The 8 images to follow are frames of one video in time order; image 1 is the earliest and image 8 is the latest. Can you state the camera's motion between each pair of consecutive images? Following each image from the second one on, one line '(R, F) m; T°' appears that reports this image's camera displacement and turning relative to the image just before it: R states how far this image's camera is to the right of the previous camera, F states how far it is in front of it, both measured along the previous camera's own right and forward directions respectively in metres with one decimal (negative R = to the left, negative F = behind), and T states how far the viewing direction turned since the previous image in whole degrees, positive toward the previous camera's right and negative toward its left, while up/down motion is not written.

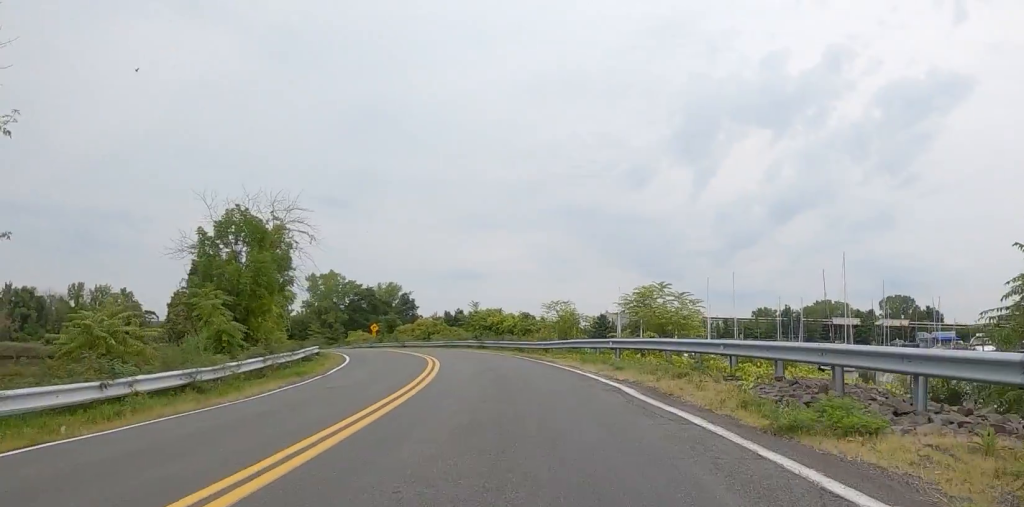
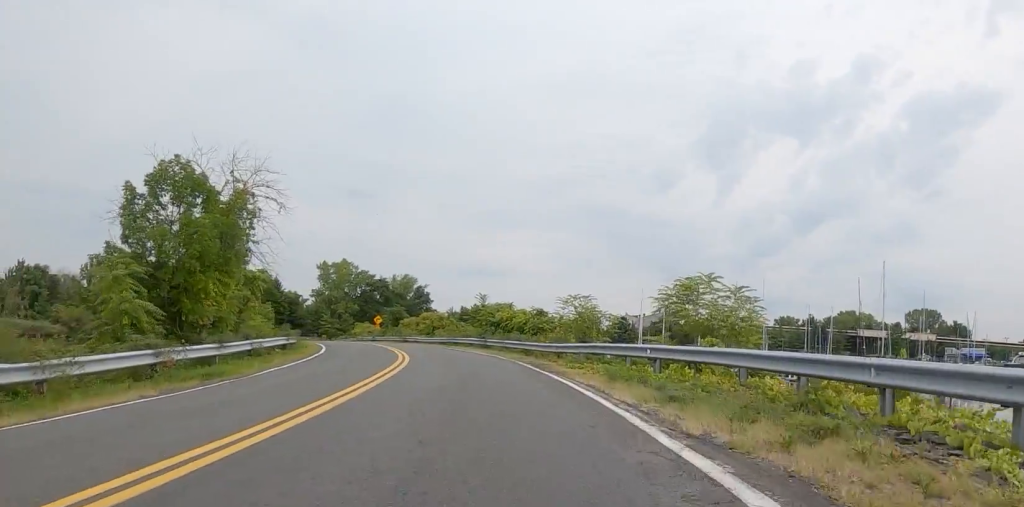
(0.0, +5.6) m; -3°
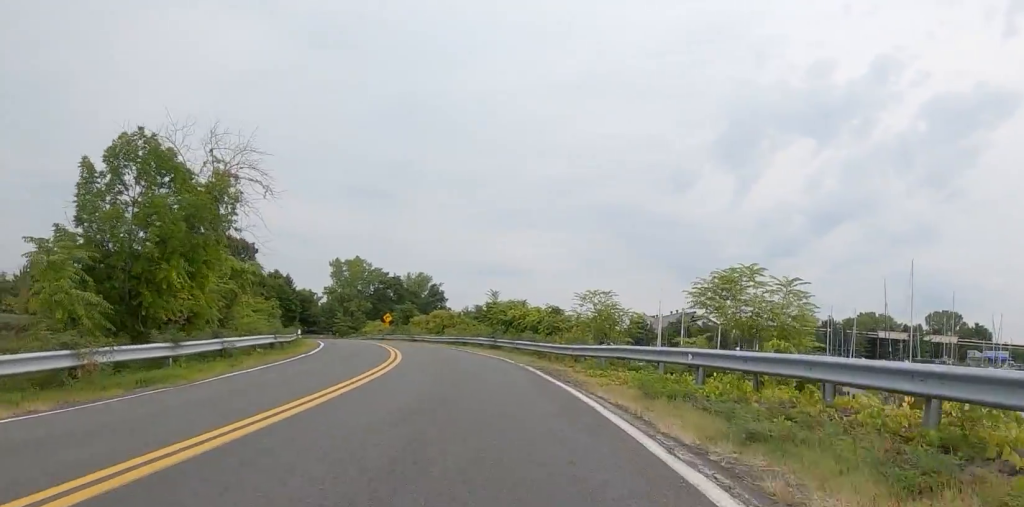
(+0.1, +2.8) m; -3°
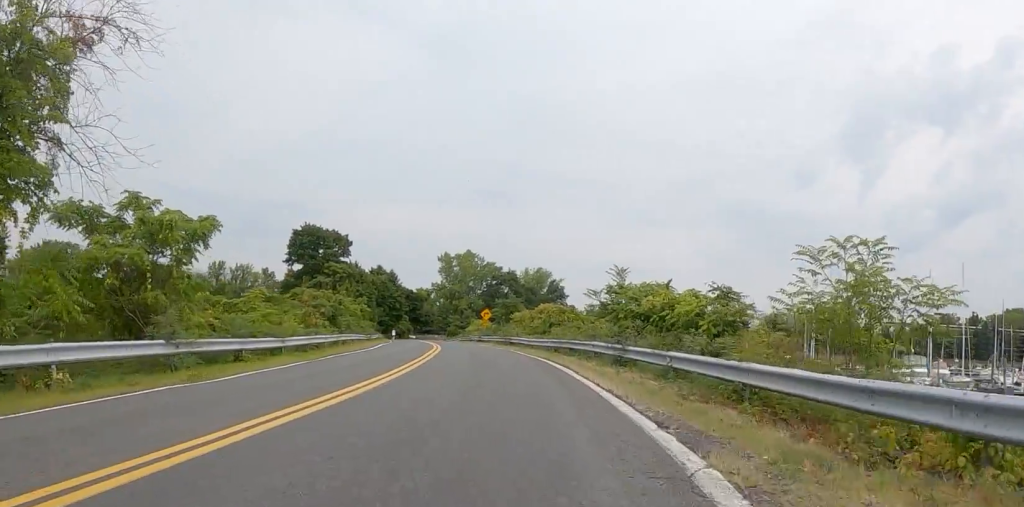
(-1.7, +13.4) m; -8°
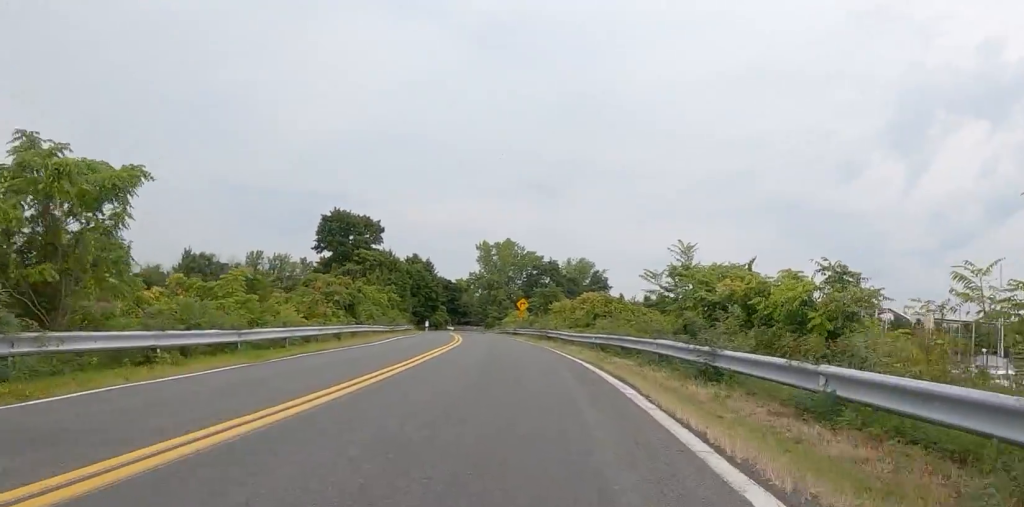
(0.0, +5.6) m; 0°
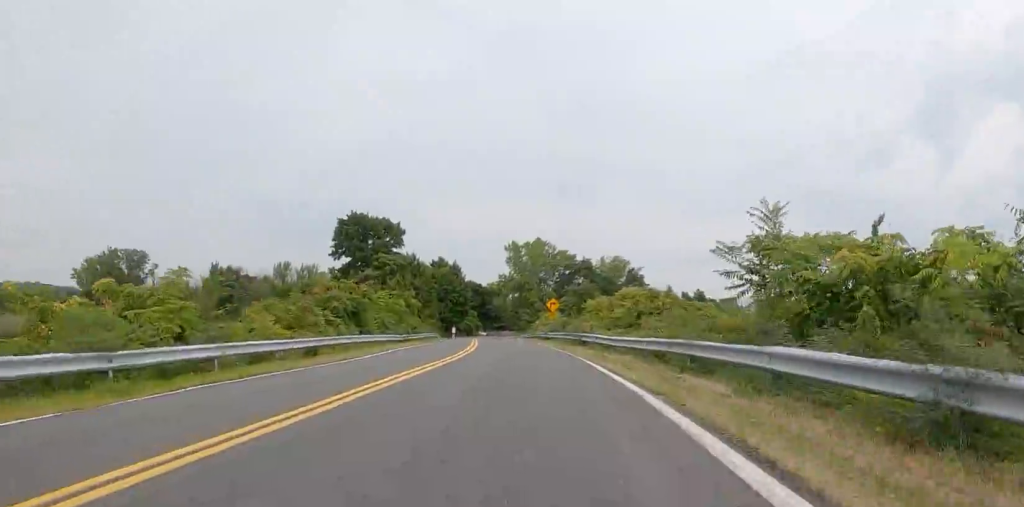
(0.0, +6.0) m; -1°
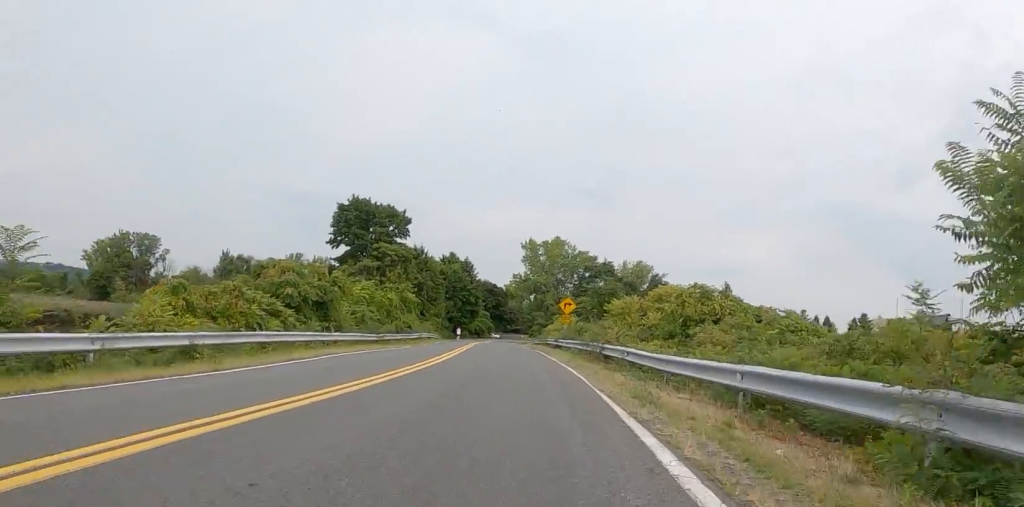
(-0.2, +7.9) m; -7°
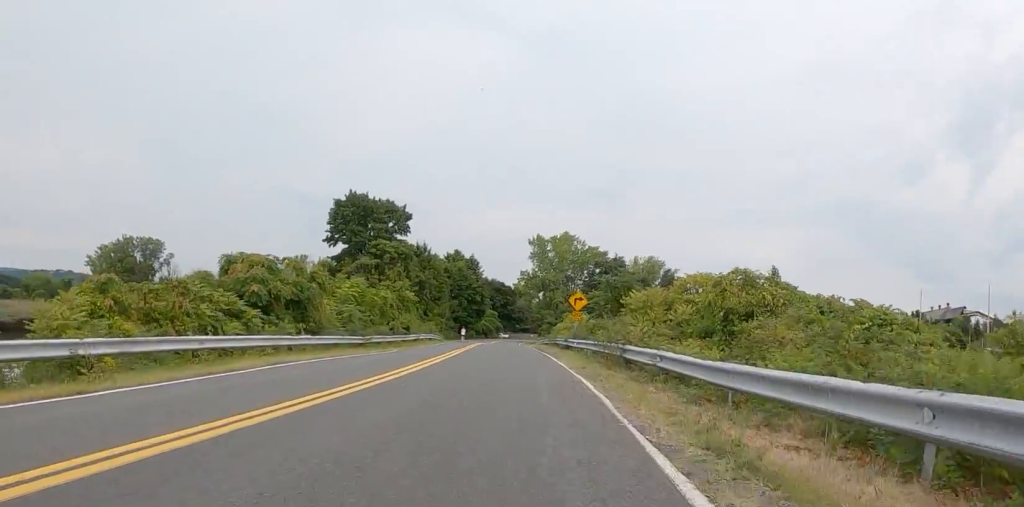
(+0.1, +3.7) m; -6°
